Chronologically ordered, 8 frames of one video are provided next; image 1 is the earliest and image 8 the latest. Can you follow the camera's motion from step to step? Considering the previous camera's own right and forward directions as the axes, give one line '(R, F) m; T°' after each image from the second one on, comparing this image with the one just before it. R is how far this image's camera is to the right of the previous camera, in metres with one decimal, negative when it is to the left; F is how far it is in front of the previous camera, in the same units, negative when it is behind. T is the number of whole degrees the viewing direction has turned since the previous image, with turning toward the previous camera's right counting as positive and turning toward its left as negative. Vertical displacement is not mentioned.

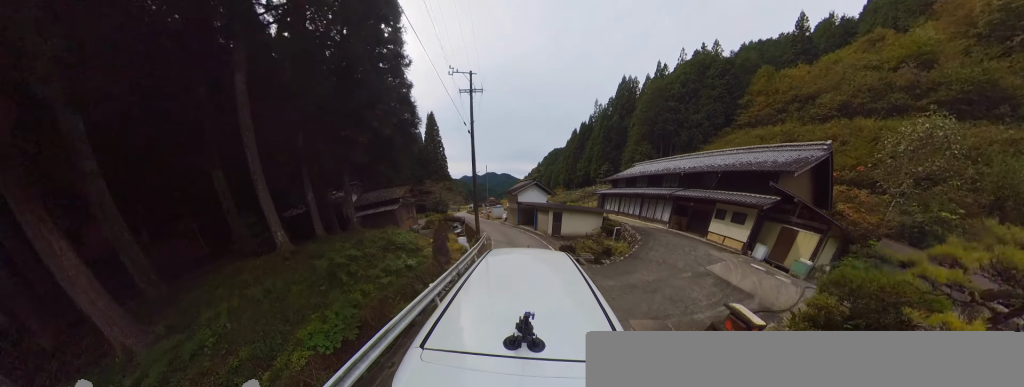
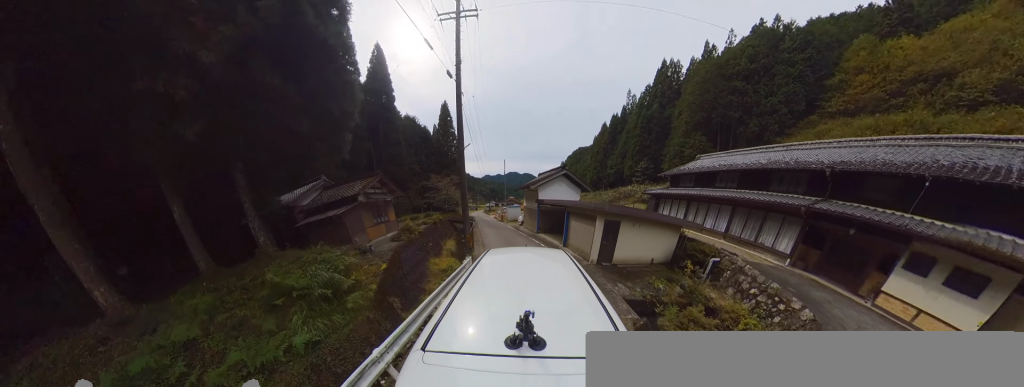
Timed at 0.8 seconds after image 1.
(+0.5, +6.7) m; -6°
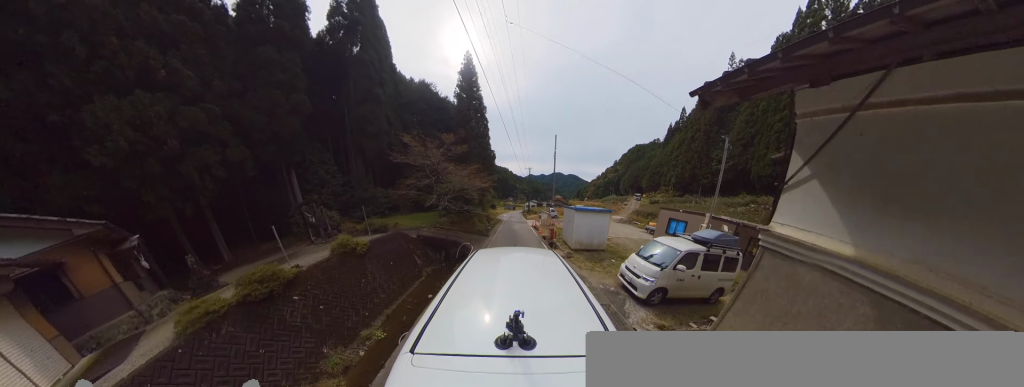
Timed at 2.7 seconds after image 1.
(-6.5, +16.0) m; -27°
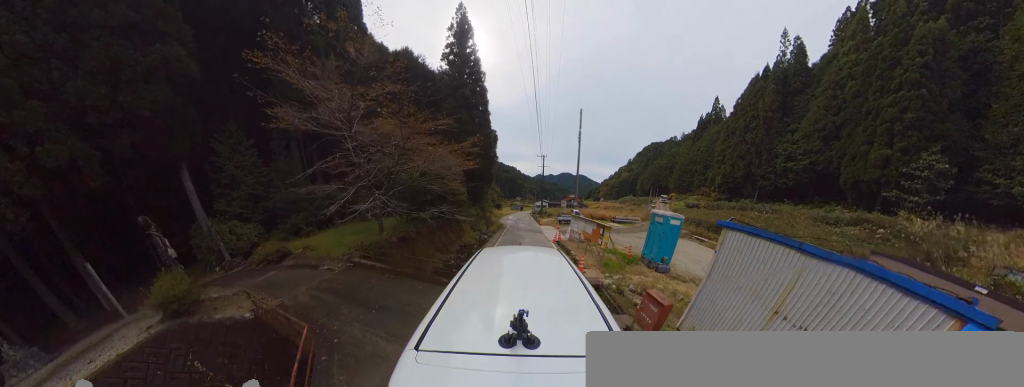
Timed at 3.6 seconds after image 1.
(+0.9, +8.7) m; +6°
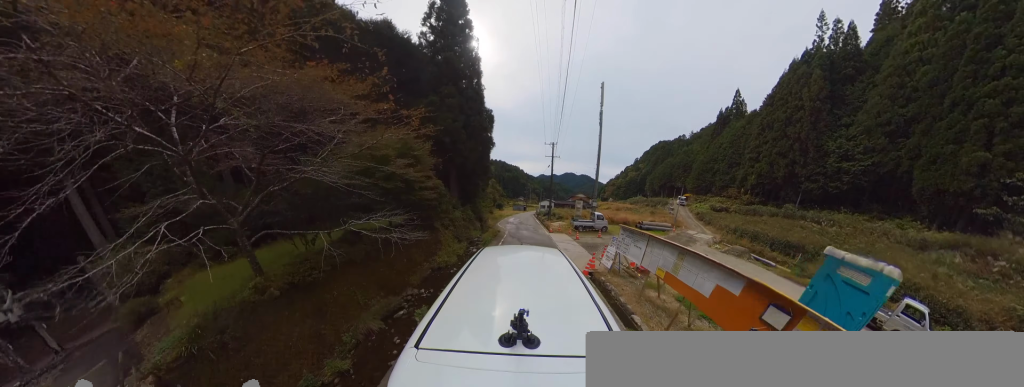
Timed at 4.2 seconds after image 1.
(0.0, +5.5) m; 0°
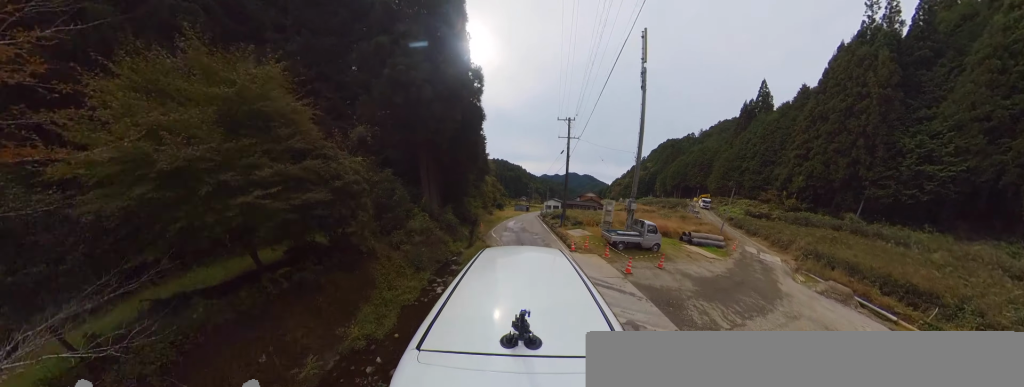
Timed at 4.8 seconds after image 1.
(0.0, +6.2) m; 0°
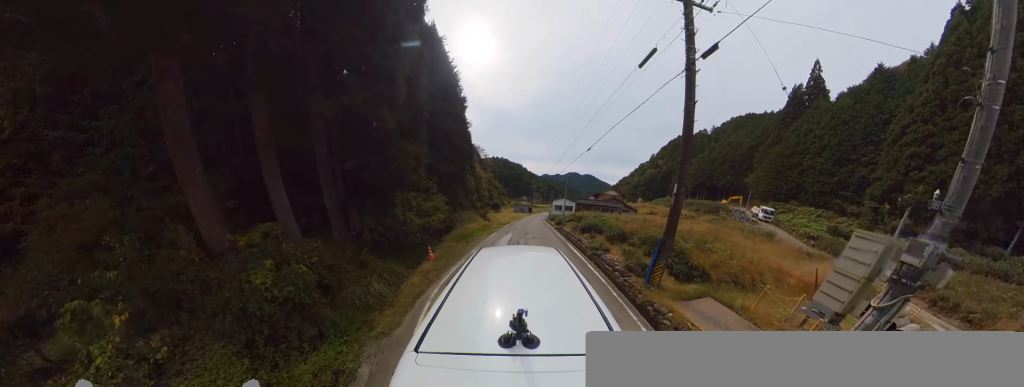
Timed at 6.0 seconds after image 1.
(0.0, +12.1) m; 0°
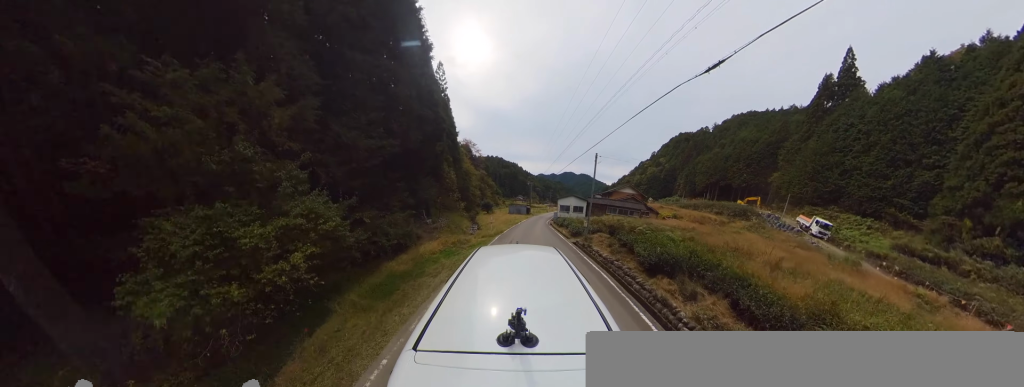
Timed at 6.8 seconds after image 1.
(0.0, +8.2) m; +2°
